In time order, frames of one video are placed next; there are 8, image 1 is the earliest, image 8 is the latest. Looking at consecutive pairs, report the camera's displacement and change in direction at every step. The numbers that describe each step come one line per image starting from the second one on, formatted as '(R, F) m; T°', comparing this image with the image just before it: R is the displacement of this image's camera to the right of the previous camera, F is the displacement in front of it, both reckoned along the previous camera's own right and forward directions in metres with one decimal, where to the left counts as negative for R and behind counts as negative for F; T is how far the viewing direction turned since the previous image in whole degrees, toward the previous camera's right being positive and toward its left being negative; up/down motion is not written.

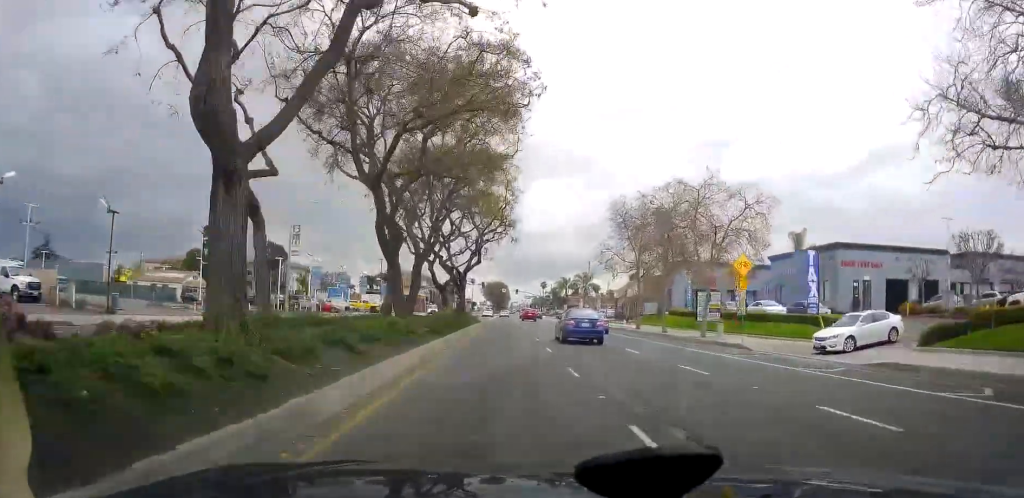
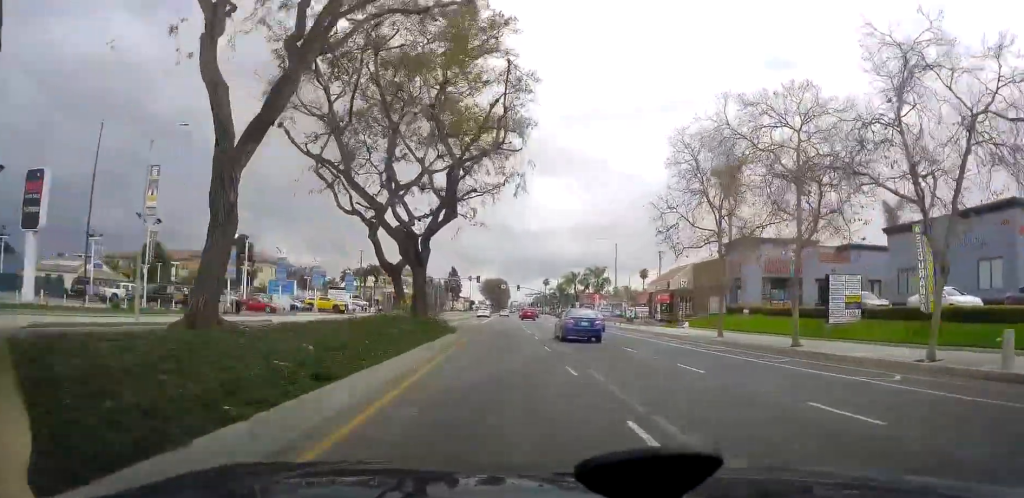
(0.0, +22.0) m; 0°
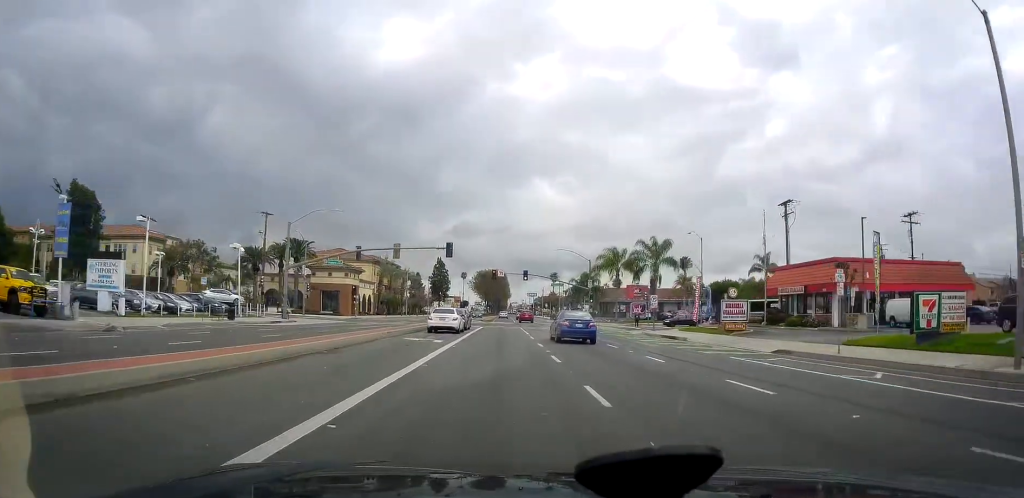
(0.0, +55.9) m; -1°
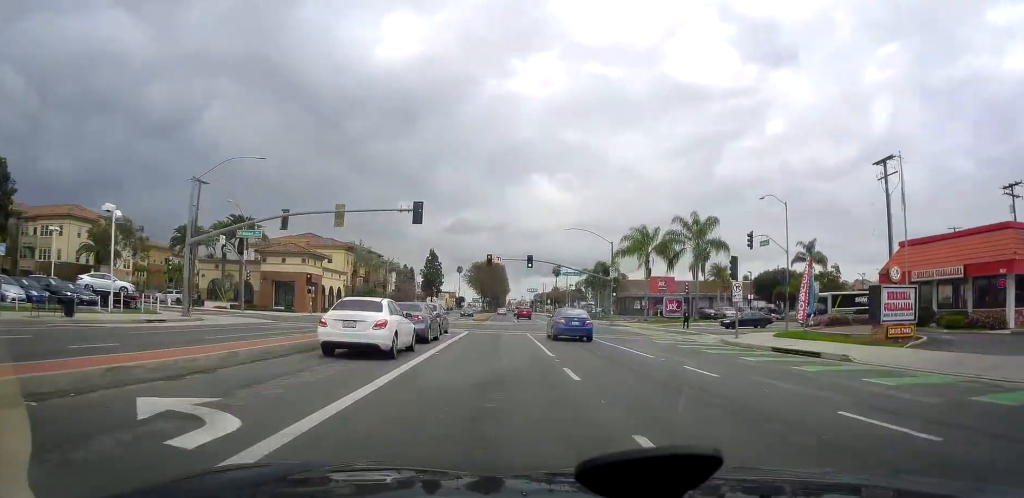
(-0.4, +19.4) m; 0°
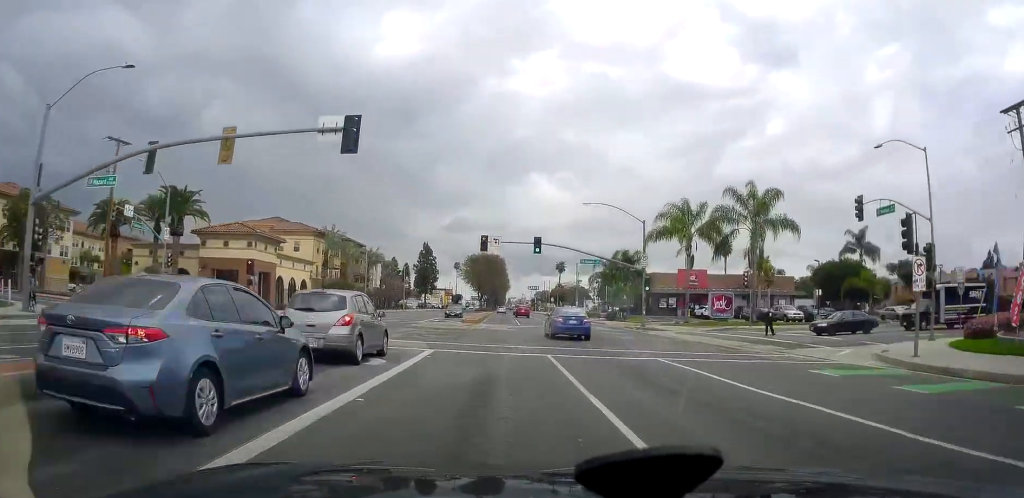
(+0.3, +16.1) m; +2°
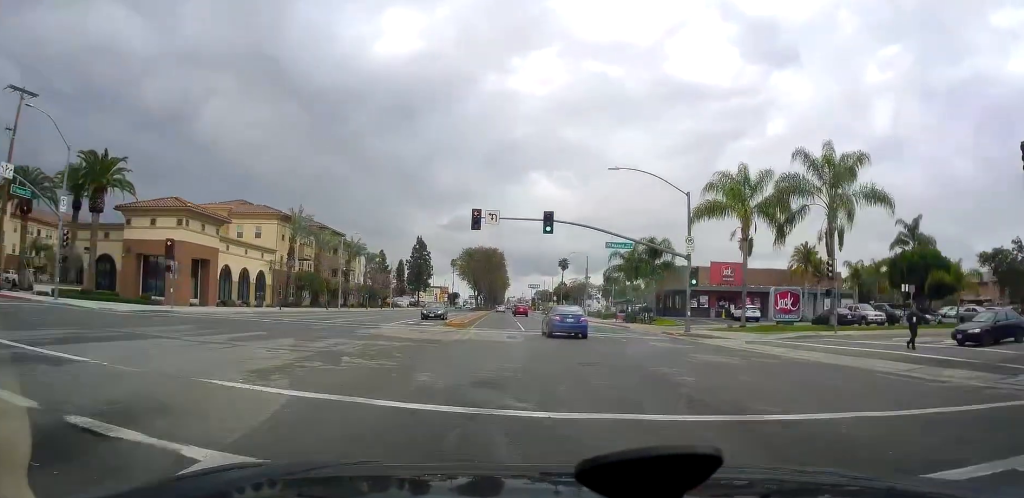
(+0.2, +13.5) m; +1°
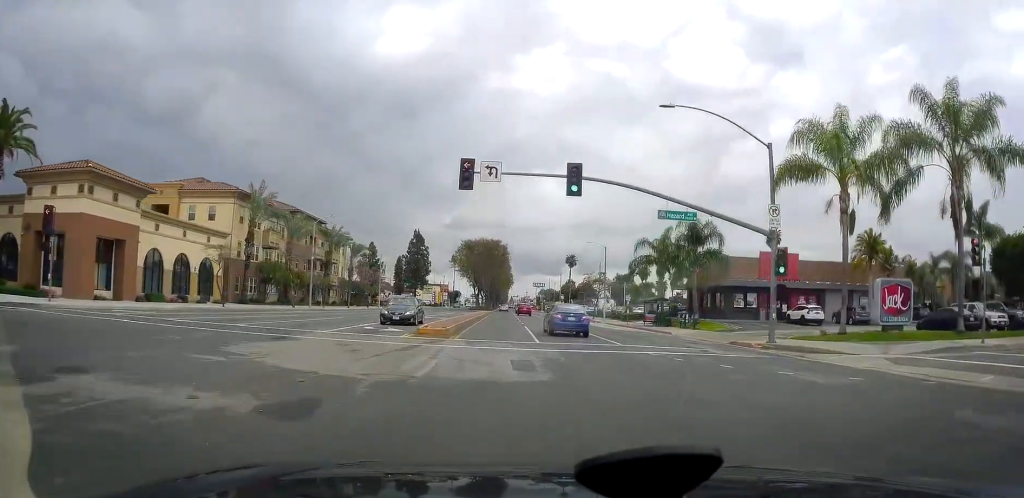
(+0.2, +12.9) m; 0°
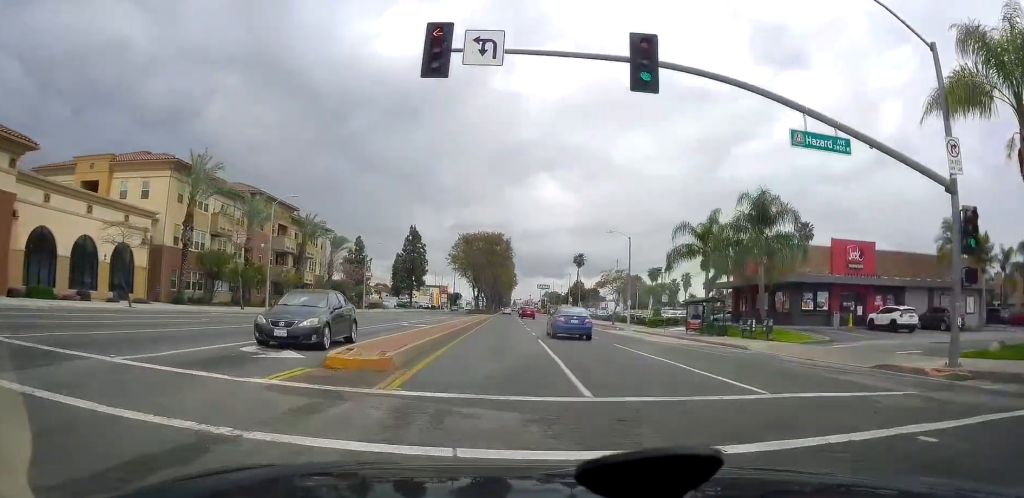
(-0.3, +12.8) m; -1°
